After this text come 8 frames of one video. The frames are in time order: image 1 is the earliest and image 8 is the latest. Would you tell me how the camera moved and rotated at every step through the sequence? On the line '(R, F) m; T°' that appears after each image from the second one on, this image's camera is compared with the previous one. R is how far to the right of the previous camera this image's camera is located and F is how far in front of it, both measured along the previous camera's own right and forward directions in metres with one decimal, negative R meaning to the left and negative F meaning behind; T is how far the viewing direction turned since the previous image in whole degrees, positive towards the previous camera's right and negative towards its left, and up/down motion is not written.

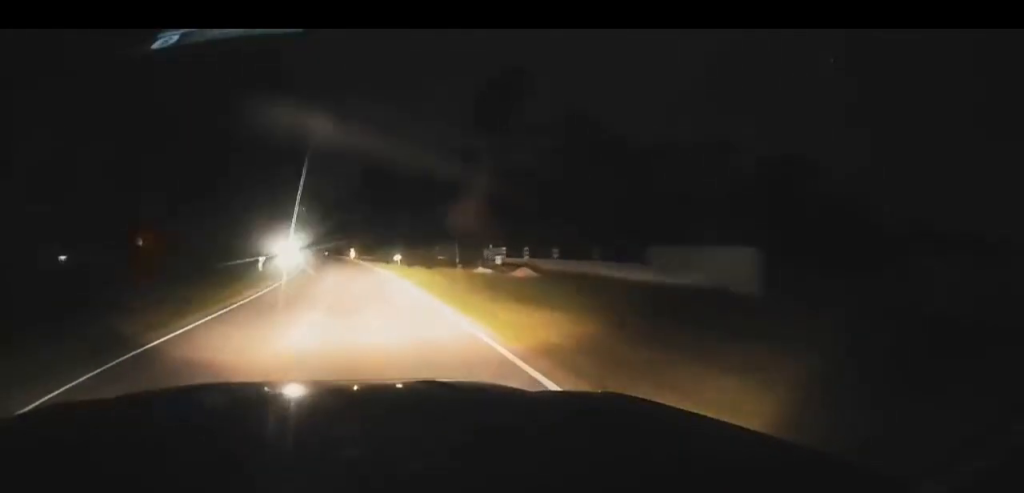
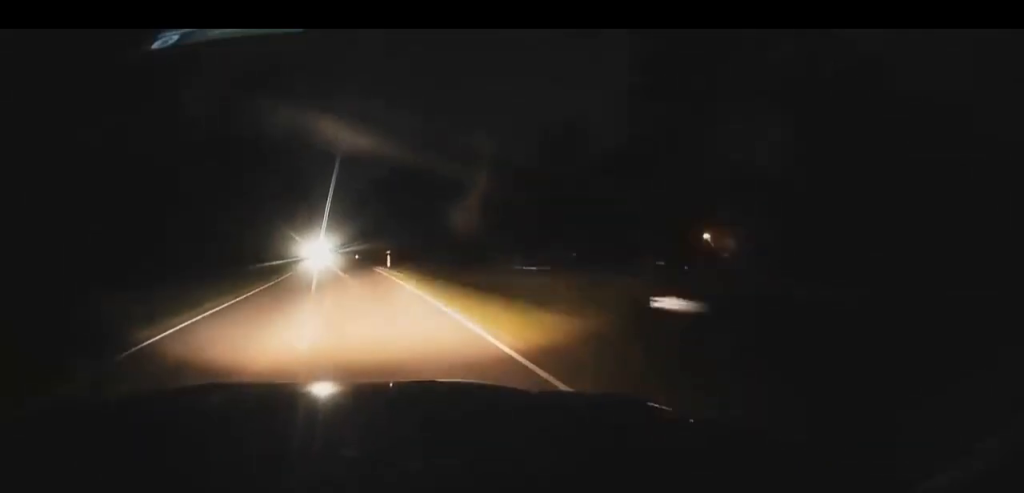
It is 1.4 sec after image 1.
(-0.8, +39.4) m; -1°
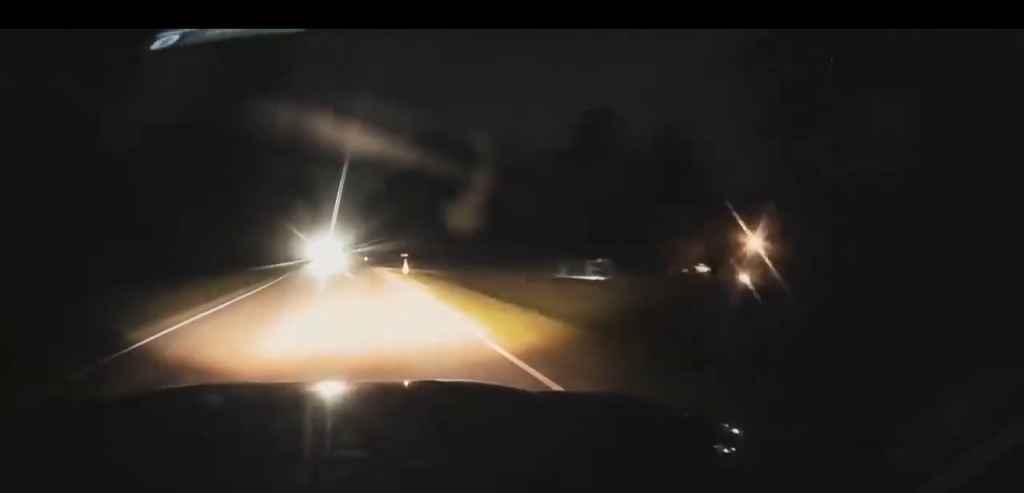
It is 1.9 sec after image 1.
(0.0, +14.5) m; 0°
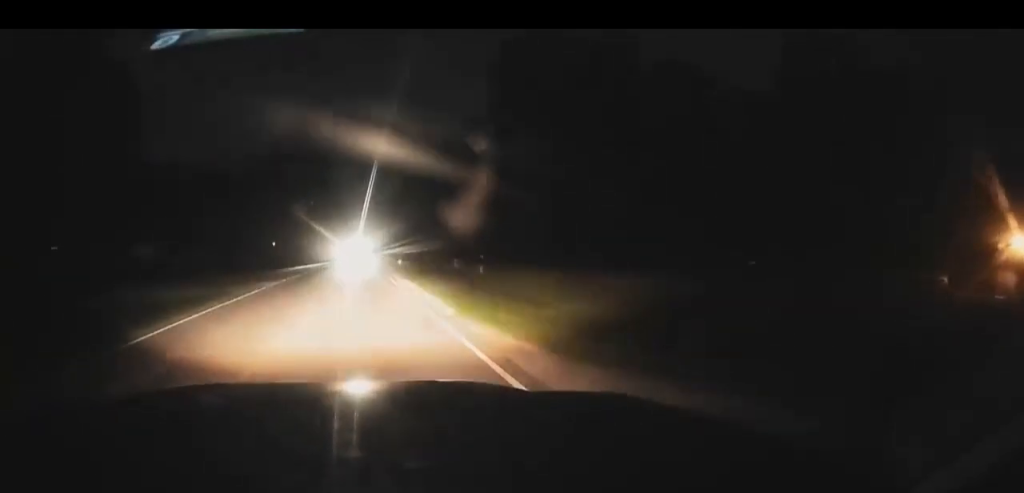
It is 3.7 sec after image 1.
(-2.2, +48.3) m; -4°
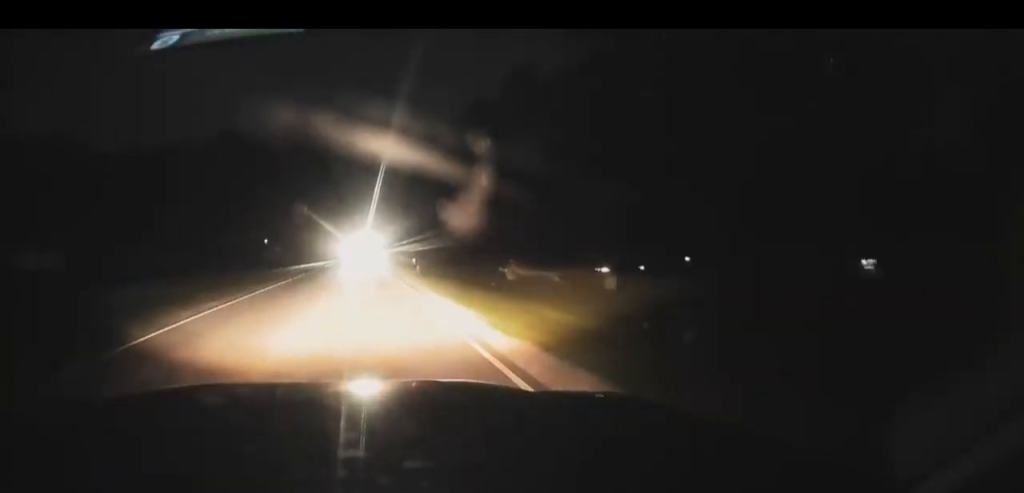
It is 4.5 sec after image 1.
(+0.3, +24.4) m; 0°
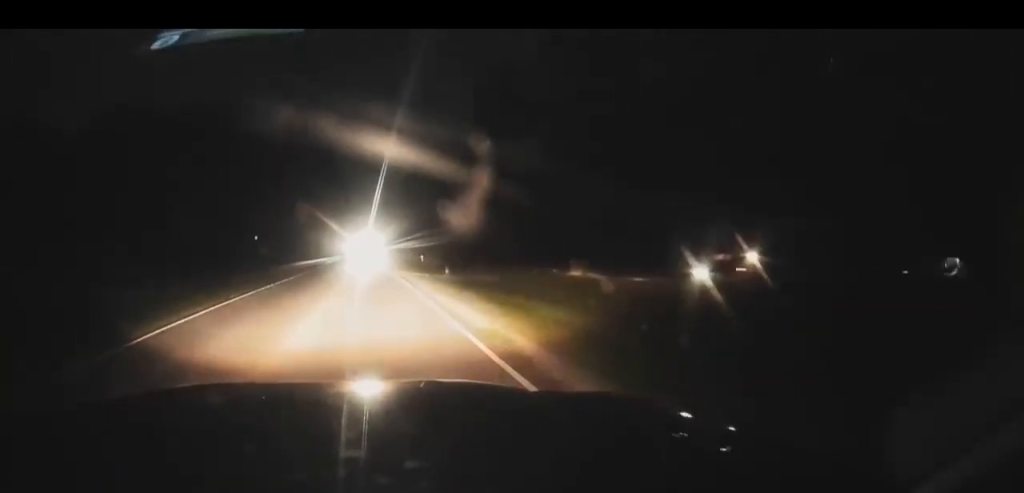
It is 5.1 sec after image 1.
(-0.1, +15.3) m; -1°
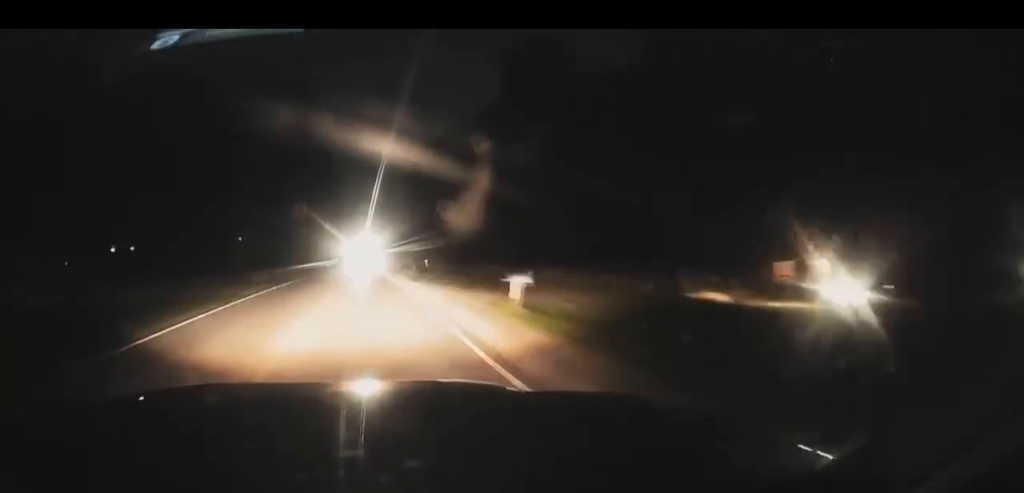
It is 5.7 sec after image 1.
(-0.2, +13.8) m; -1°
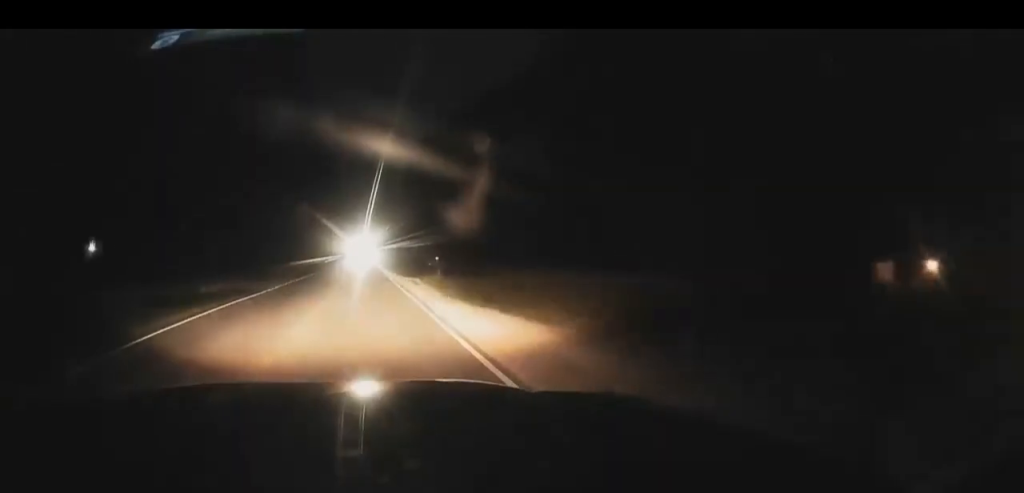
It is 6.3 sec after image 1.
(-0.1, +16.9) m; 0°
